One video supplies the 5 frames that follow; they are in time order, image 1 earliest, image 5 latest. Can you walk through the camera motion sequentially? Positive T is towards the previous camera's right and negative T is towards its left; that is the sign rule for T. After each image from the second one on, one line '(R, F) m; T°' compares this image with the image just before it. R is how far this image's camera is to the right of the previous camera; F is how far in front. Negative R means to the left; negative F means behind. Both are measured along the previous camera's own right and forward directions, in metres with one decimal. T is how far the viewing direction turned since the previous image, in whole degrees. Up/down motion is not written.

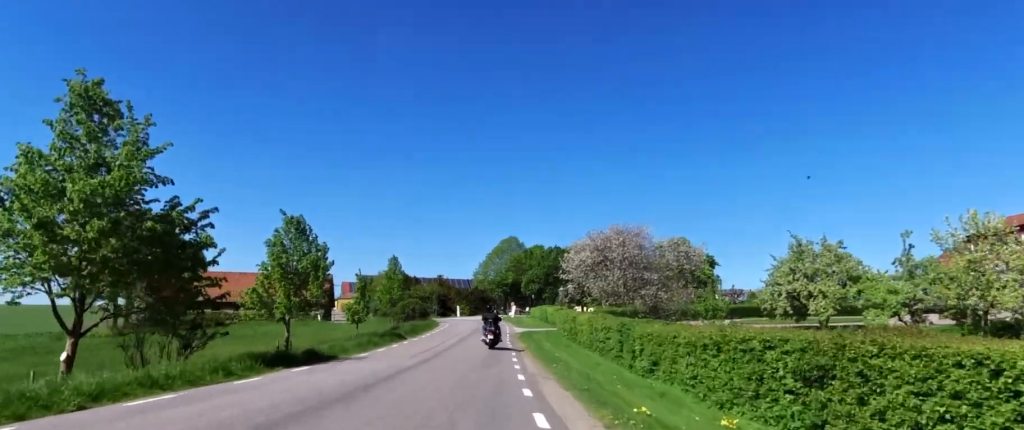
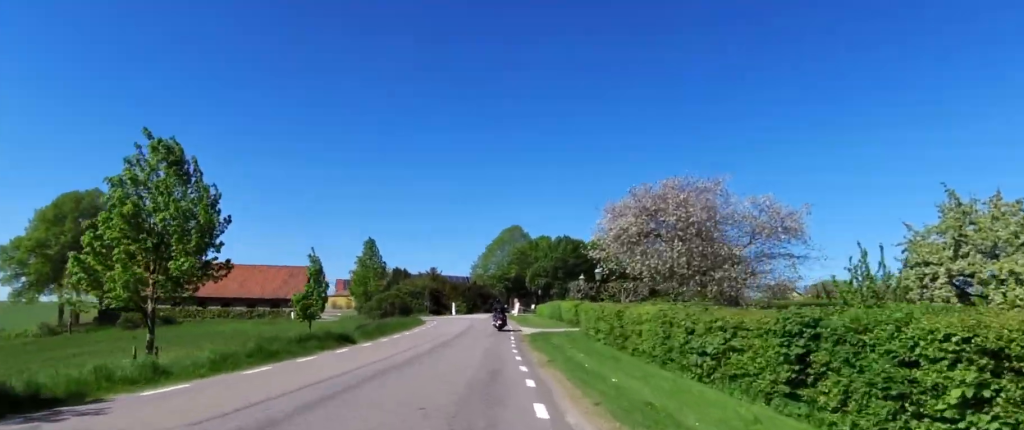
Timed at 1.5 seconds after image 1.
(-0.7, +11.7) m; -1°
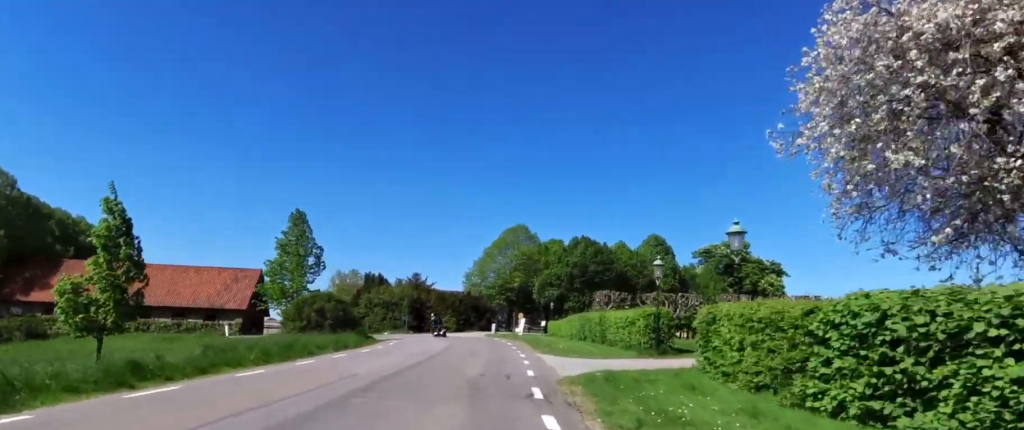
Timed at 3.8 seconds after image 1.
(+1.2, +19.2) m; 0°
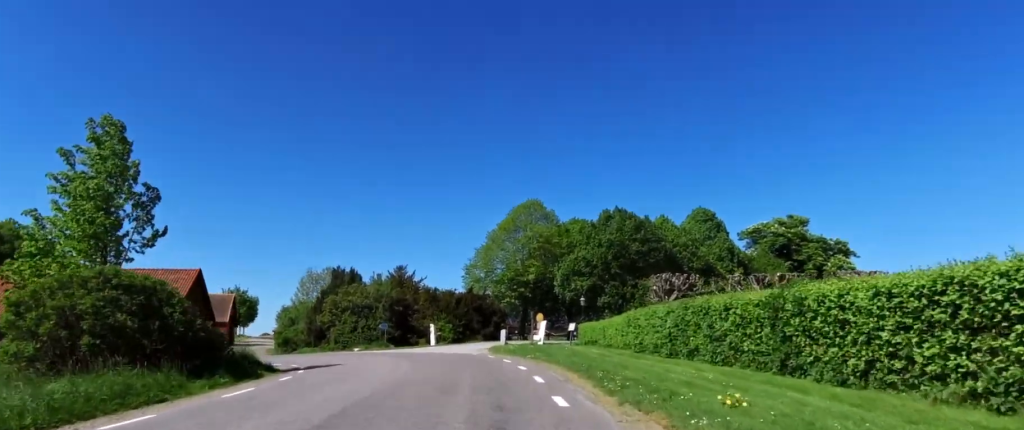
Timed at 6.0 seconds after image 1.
(-0.7, +17.4) m; -2°
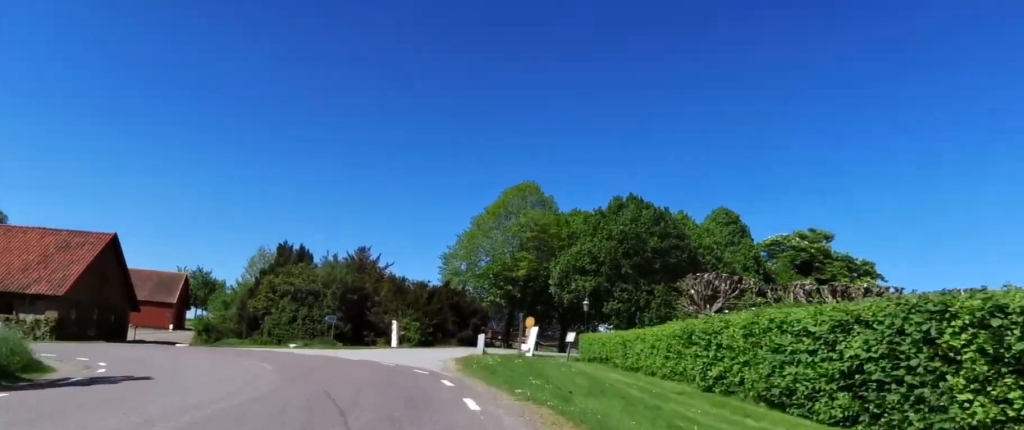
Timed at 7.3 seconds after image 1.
(-0.4, +10.1) m; -2°
